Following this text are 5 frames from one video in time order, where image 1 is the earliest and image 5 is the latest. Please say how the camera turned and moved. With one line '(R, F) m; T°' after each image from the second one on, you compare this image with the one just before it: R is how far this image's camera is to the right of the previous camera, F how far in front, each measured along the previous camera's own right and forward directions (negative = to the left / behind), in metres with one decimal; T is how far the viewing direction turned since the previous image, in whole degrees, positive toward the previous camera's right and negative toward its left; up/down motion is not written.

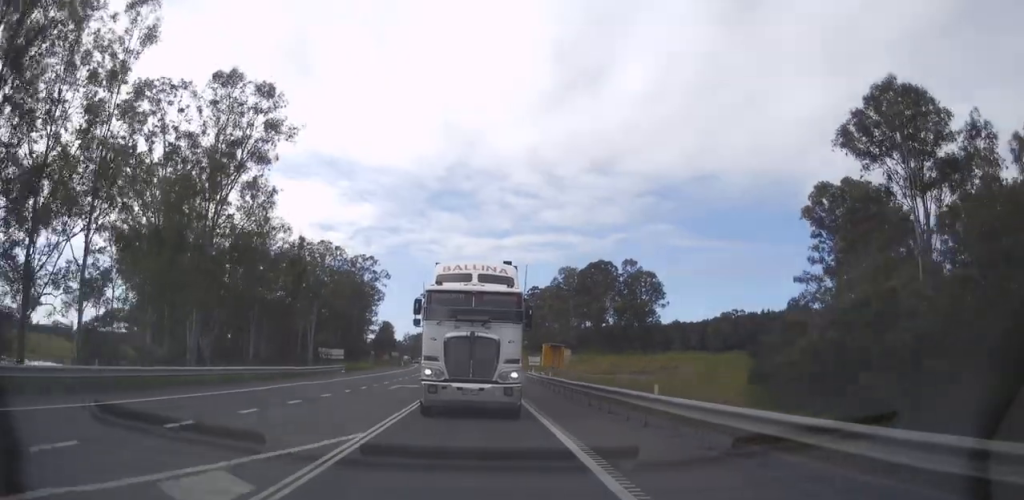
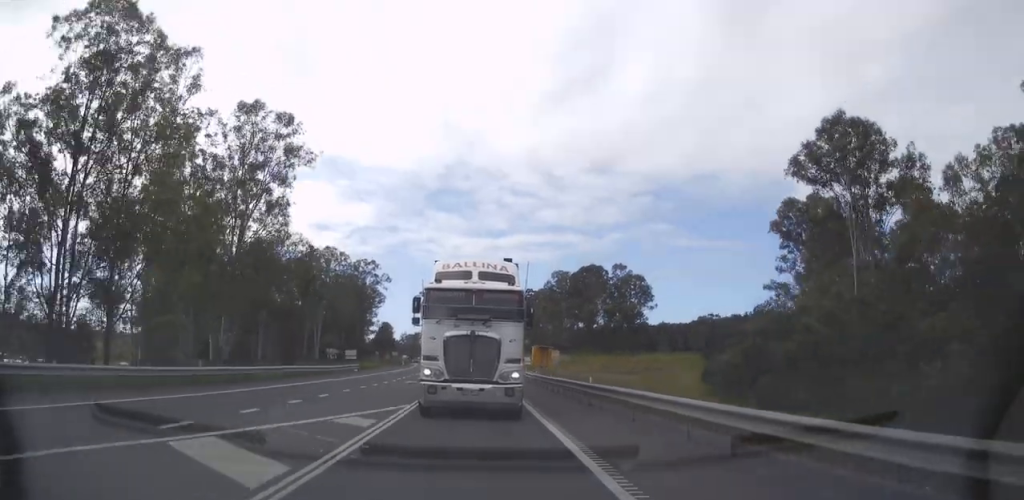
(0.0, +7.7) m; 0°
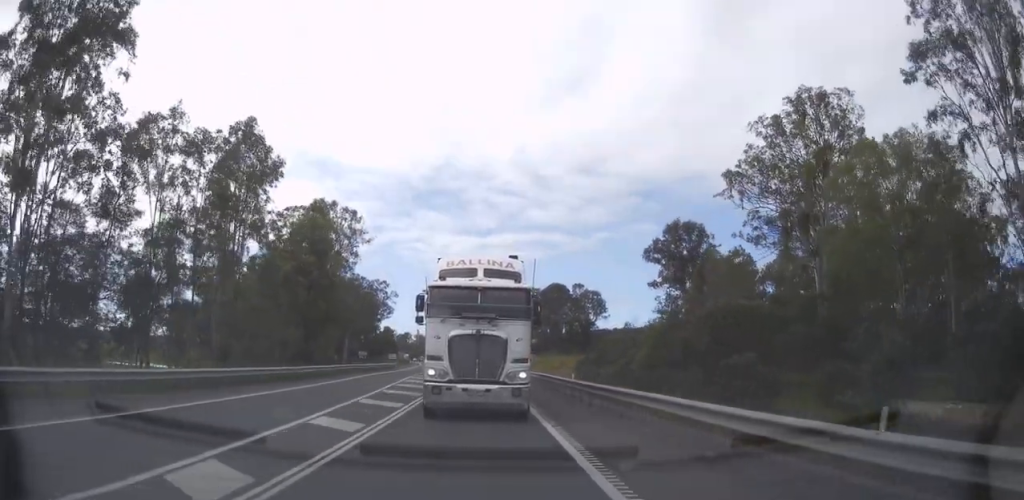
(+0.1, +44.1) m; 0°
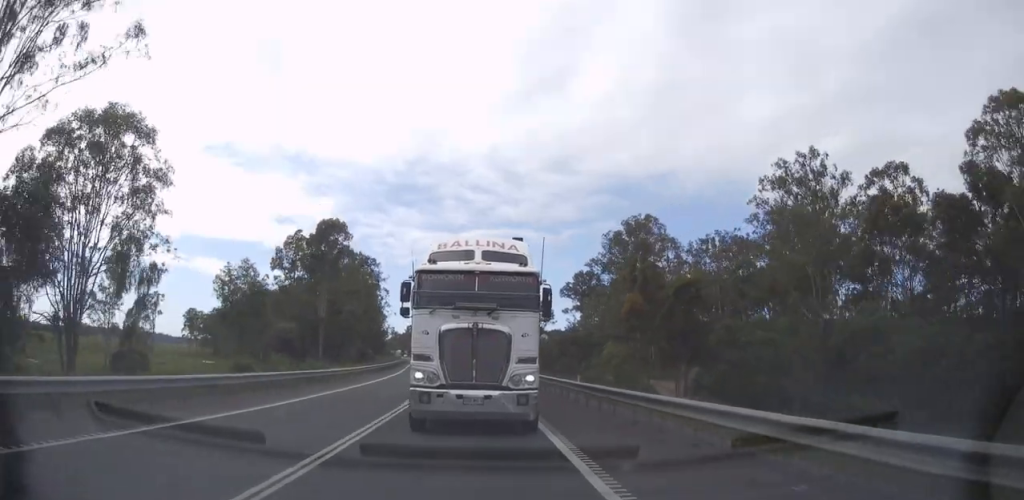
(+3.1, +57.0) m; +4°
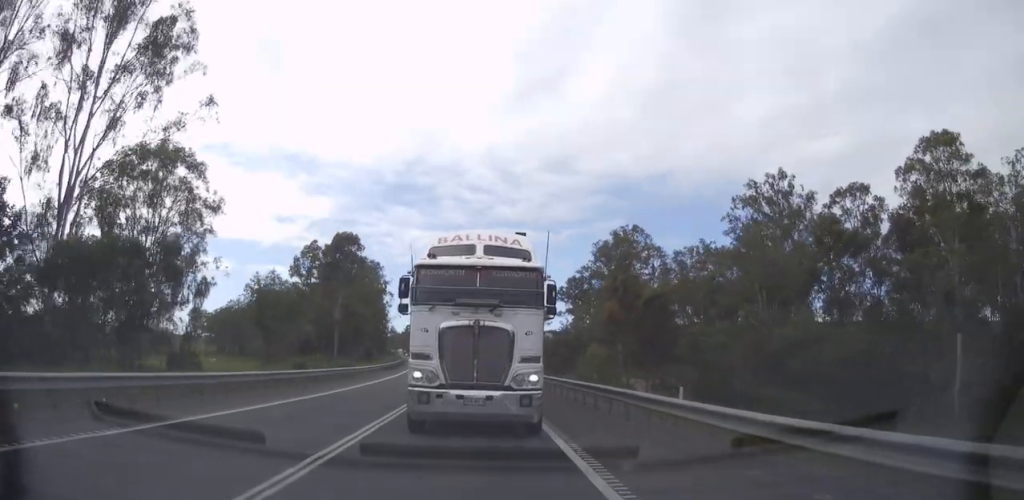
(+0.1, +8.9) m; -1°
